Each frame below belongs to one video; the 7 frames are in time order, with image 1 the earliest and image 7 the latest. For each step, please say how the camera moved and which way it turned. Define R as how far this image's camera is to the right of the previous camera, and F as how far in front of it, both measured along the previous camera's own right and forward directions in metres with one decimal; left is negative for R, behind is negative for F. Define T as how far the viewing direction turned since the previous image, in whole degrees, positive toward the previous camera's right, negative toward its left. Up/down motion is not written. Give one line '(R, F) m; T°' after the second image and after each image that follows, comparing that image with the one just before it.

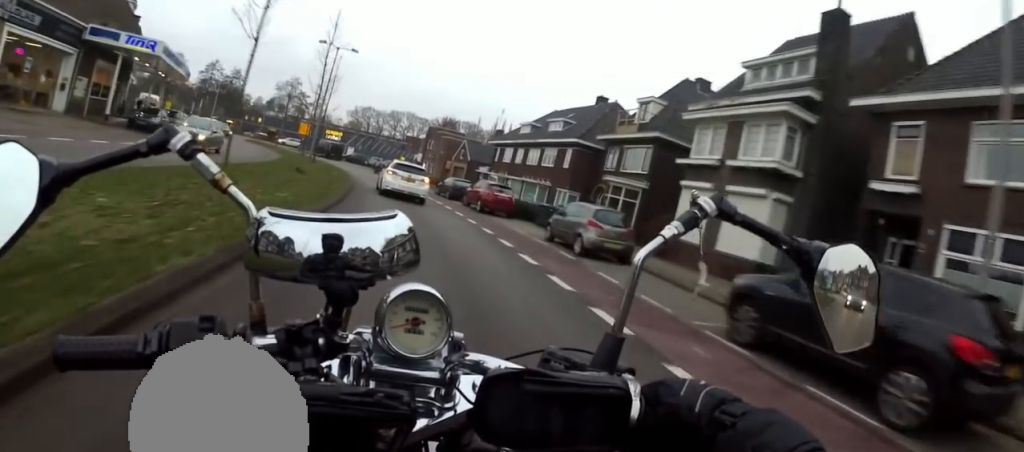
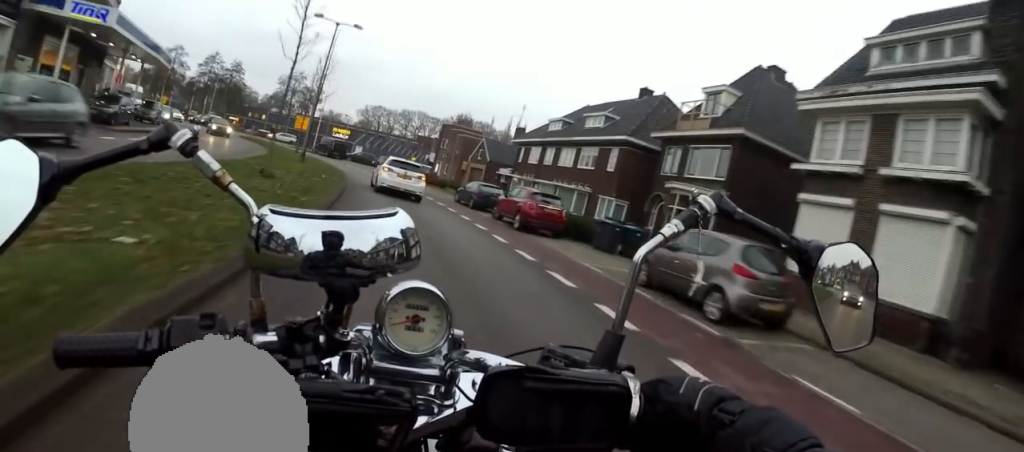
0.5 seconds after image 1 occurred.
(+0.2, +5.7) m; -2°
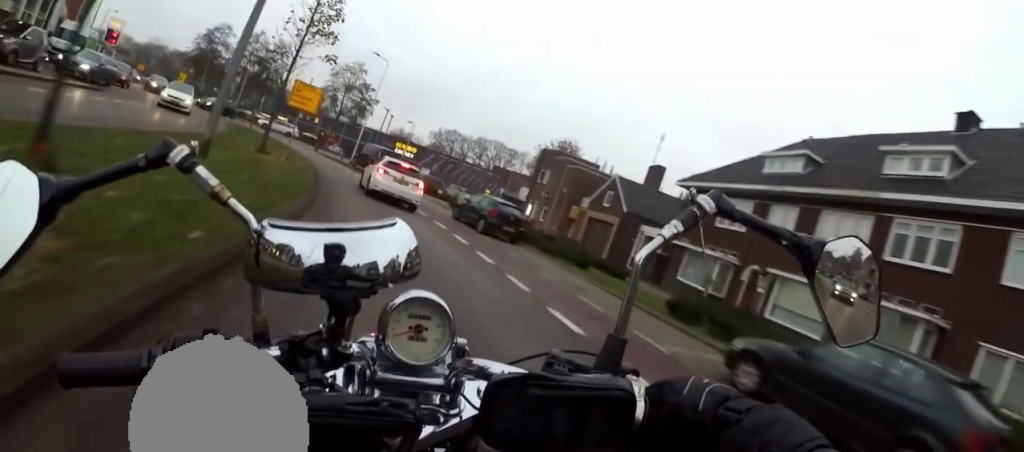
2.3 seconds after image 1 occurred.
(-2.4, +19.2) m; -13°
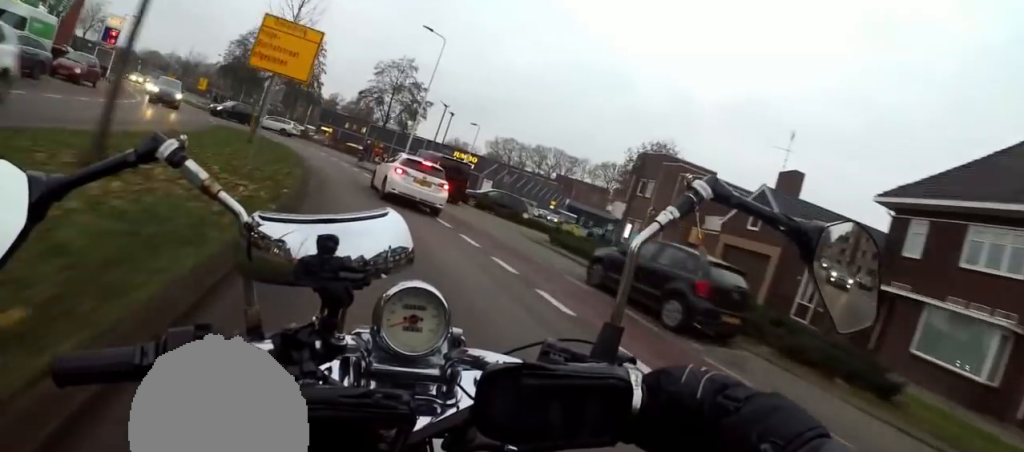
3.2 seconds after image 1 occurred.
(-0.5, +9.5) m; -11°
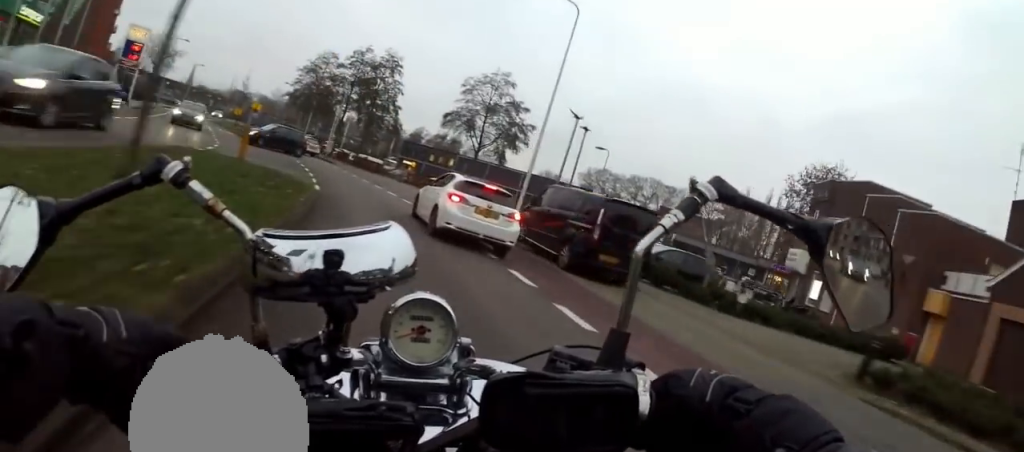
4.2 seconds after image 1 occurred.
(-1.4, +9.2) m; -11°
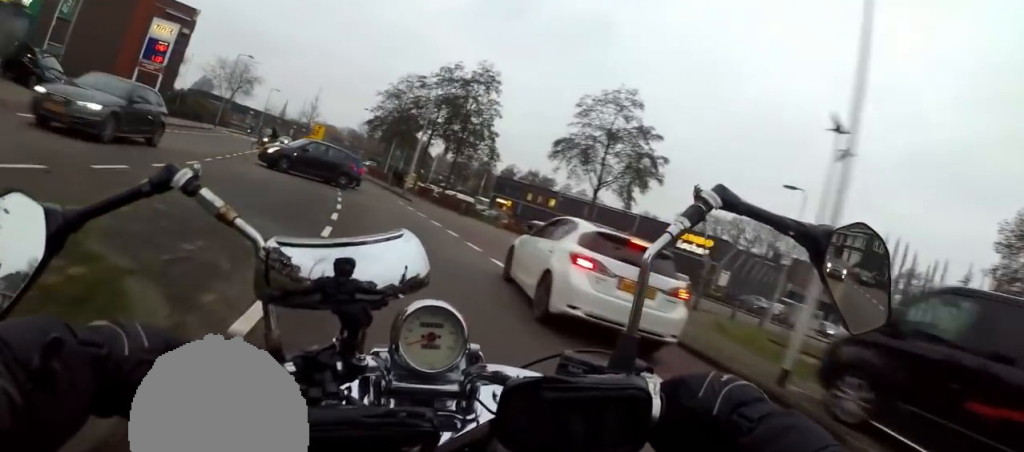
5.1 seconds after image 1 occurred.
(-0.3, +7.9) m; -2°
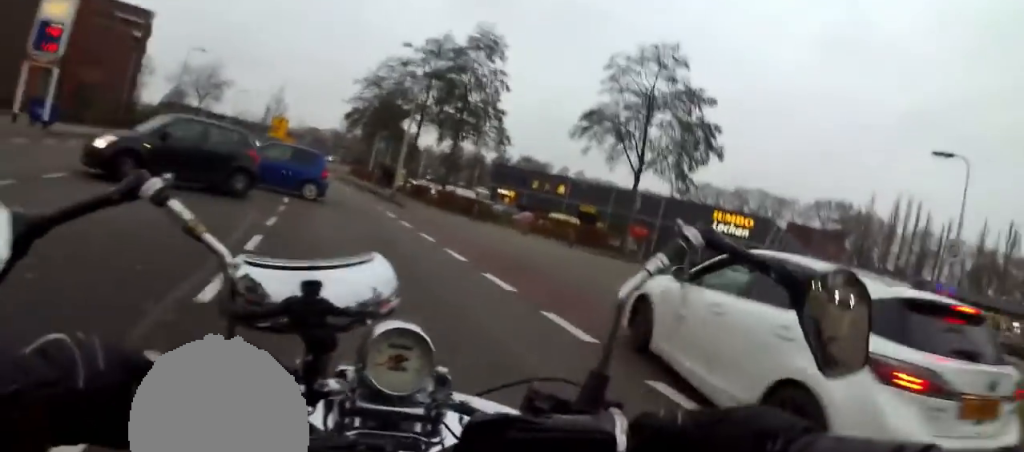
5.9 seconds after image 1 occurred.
(+0.3, +5.2) m; -3°
